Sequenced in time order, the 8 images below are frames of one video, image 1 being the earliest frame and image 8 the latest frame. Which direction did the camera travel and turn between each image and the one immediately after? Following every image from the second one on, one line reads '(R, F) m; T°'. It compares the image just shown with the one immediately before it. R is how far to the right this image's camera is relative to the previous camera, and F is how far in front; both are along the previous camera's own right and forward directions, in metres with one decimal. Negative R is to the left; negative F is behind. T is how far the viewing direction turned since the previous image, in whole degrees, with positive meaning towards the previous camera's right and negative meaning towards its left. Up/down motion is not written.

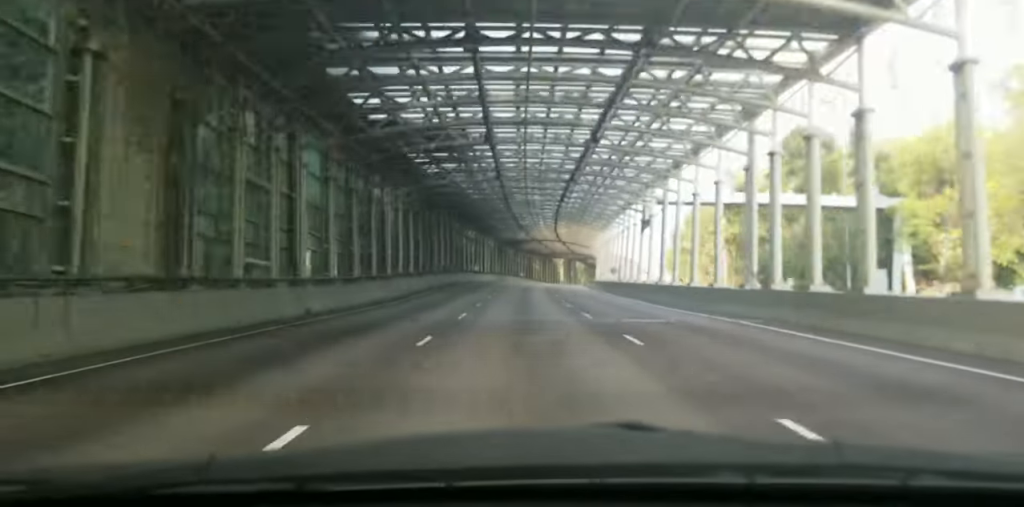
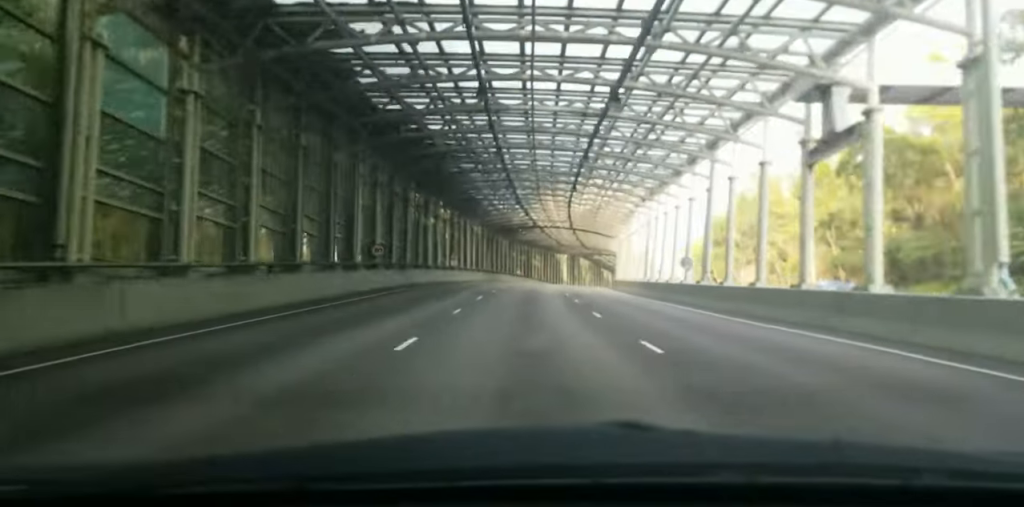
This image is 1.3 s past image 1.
(-0.3, +28.5) m; -2°
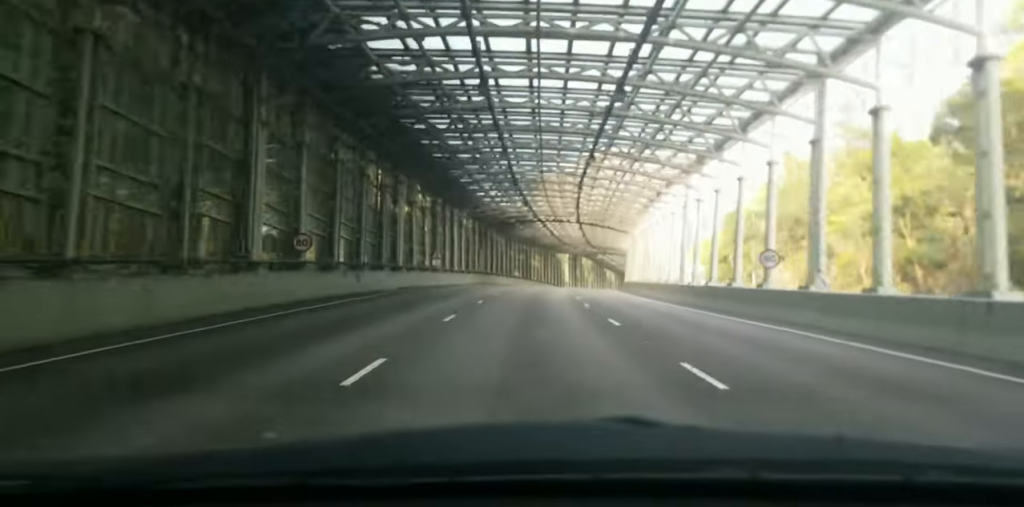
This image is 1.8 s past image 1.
(-0.1, +10.6) m; 0°
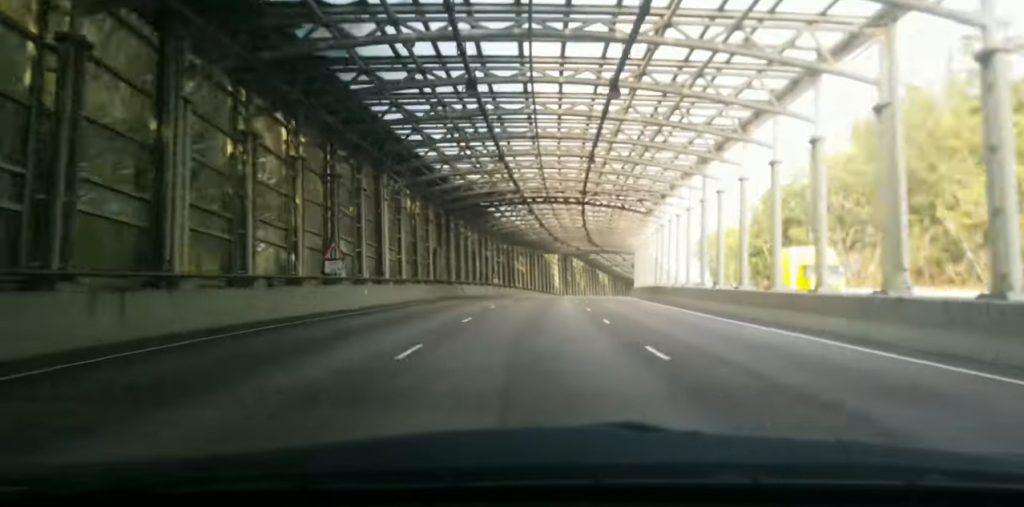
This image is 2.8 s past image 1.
(0.0, +23.9) m; 0°
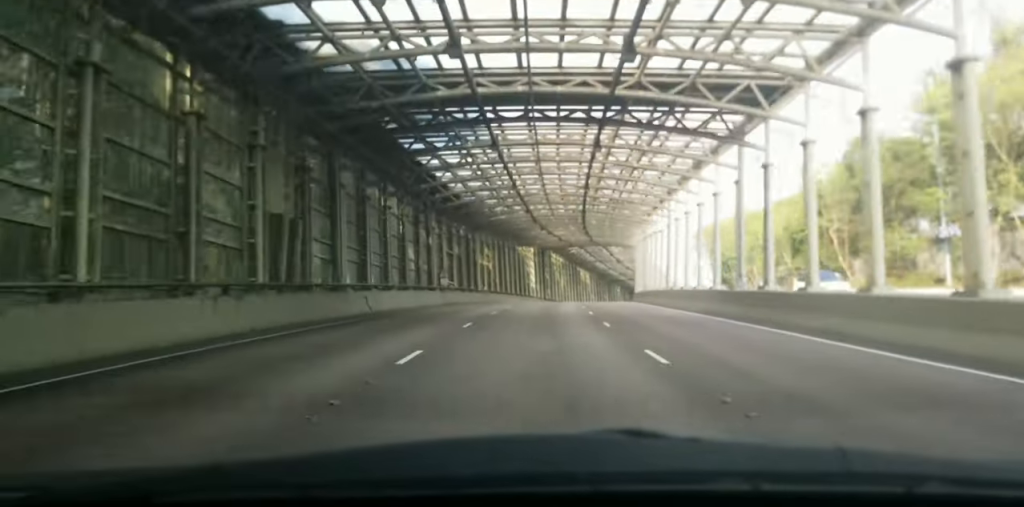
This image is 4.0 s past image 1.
(+0.3, +26.7) m; +1°
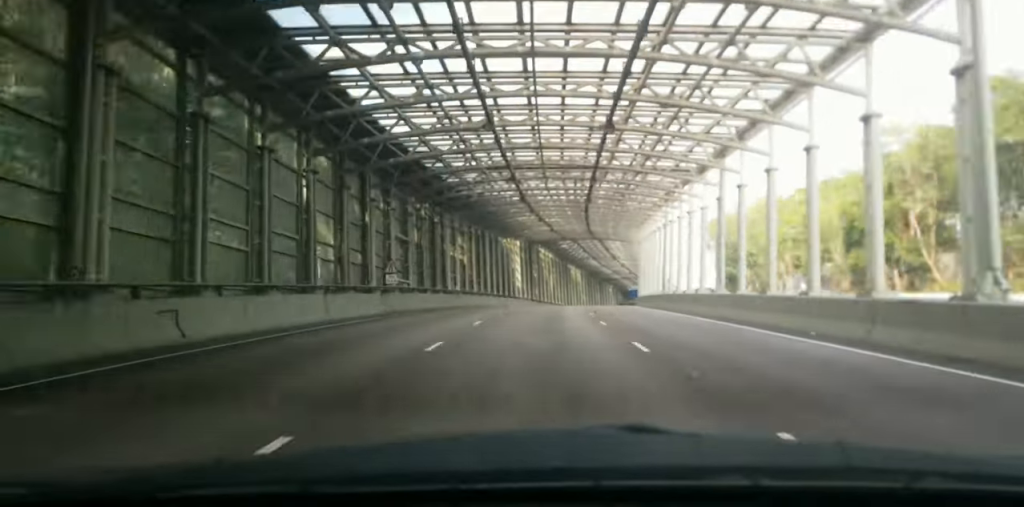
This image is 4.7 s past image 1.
(+0.1, +15.2) m; +1°
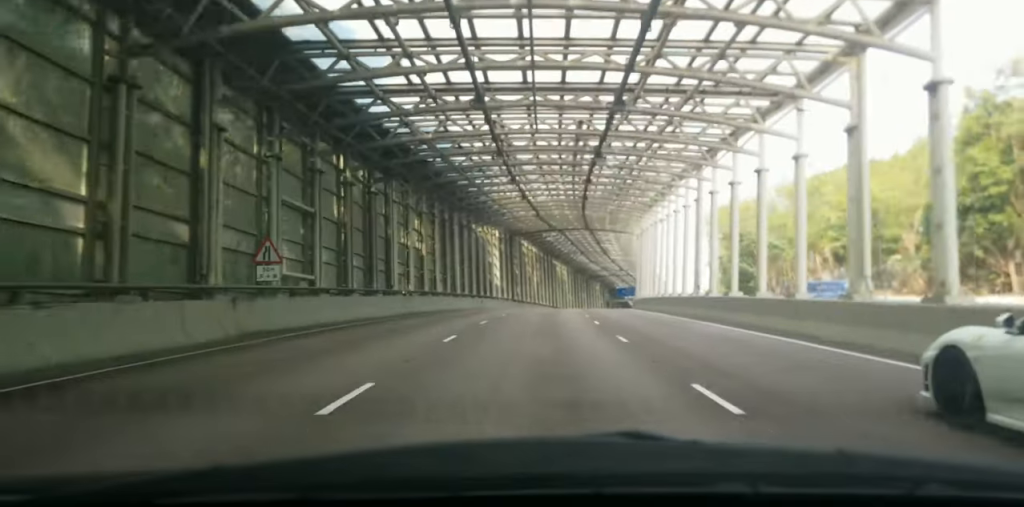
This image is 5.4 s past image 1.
(-0.4, +16.2) m; +1°
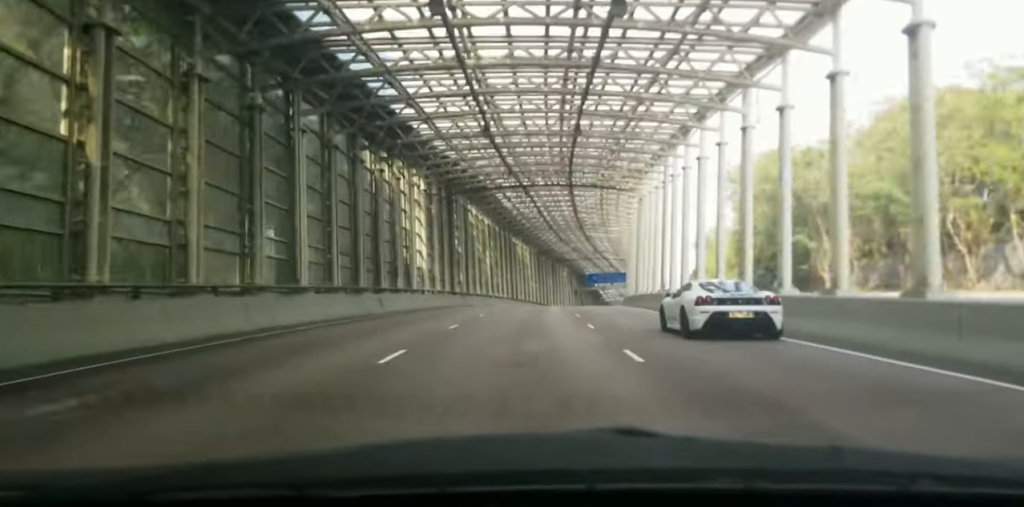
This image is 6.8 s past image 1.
(+1.9, +31.7) m; +5°
